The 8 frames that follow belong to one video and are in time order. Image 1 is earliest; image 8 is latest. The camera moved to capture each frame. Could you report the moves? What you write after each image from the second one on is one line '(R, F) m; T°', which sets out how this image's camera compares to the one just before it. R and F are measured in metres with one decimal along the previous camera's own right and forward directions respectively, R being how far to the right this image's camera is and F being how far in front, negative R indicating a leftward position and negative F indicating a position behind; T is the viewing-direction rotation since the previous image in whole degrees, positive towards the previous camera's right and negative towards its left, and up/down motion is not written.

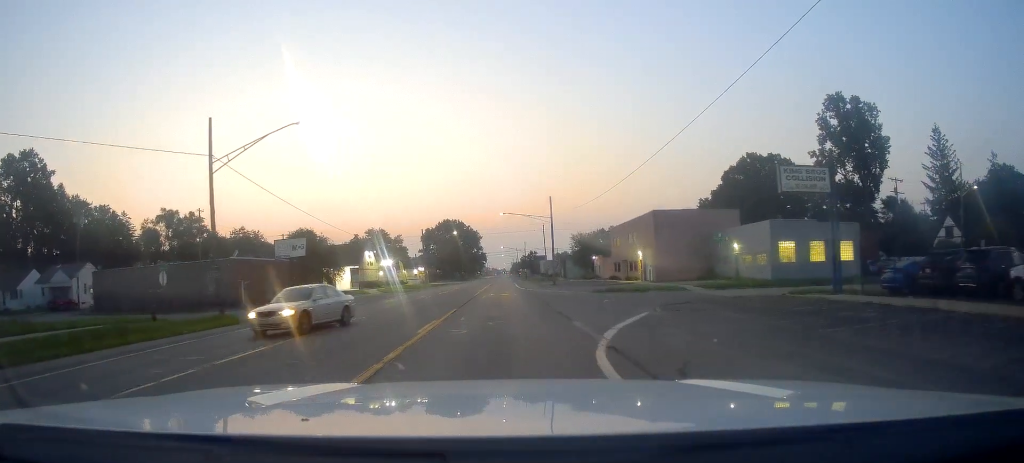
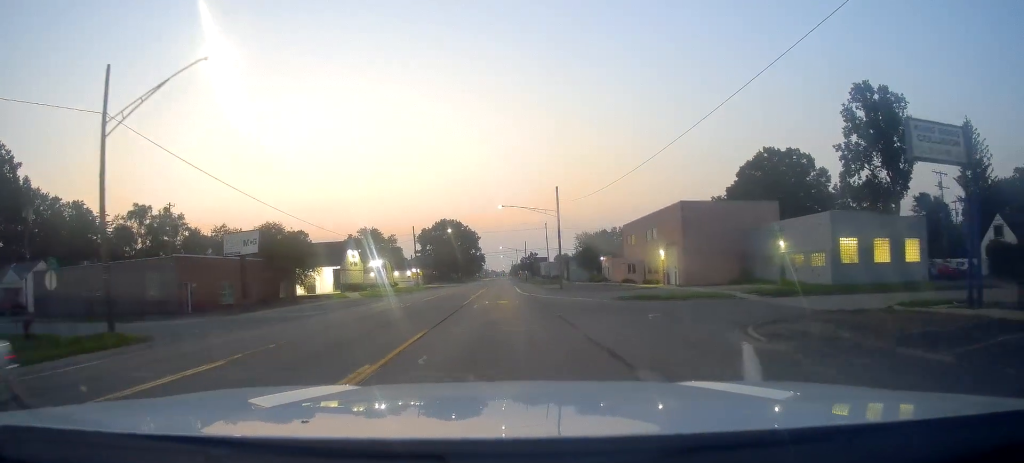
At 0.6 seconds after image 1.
(0.0, +9.6) m; 0°
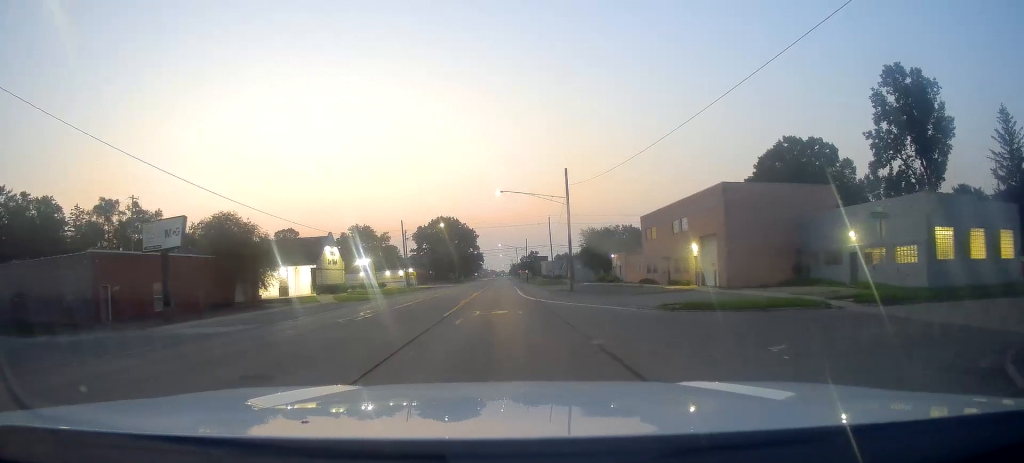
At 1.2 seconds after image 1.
(0.0, +10.0) m; 0°
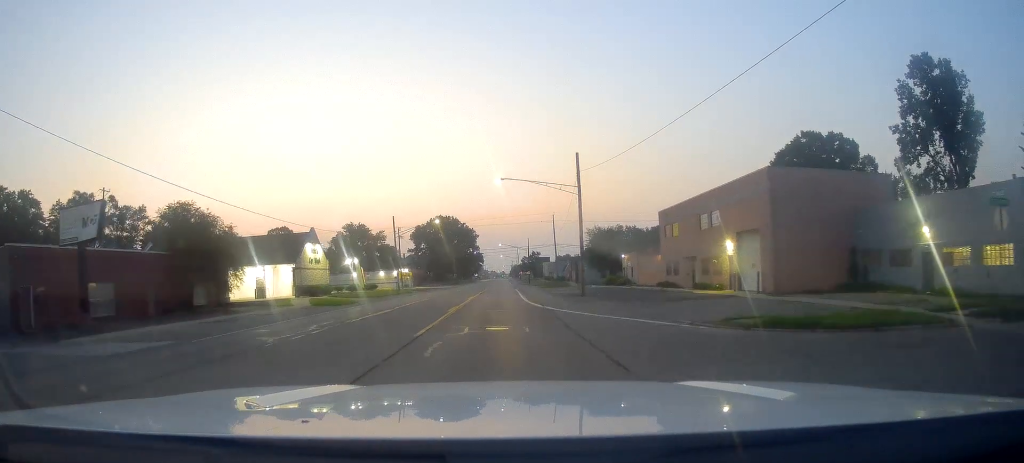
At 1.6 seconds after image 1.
(0.0, +7.2) m; 0°
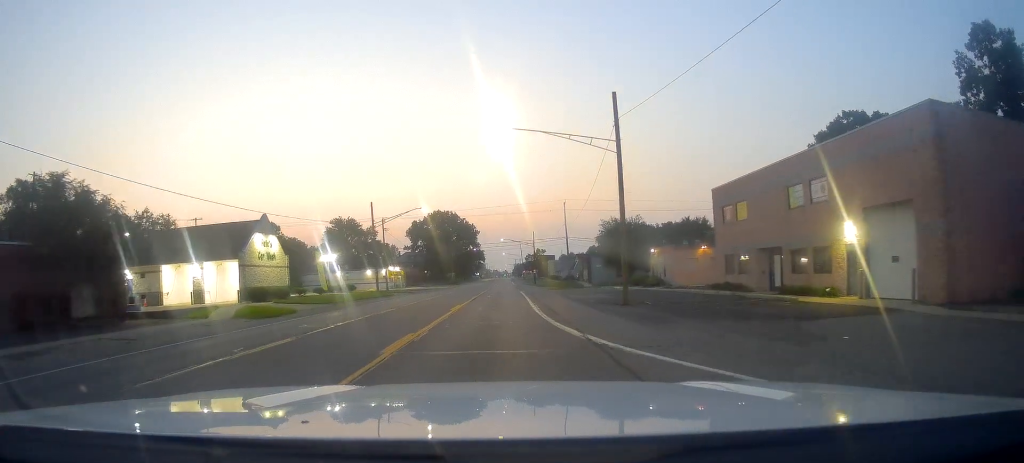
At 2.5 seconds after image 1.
(0.0, +14.3) m; -2°
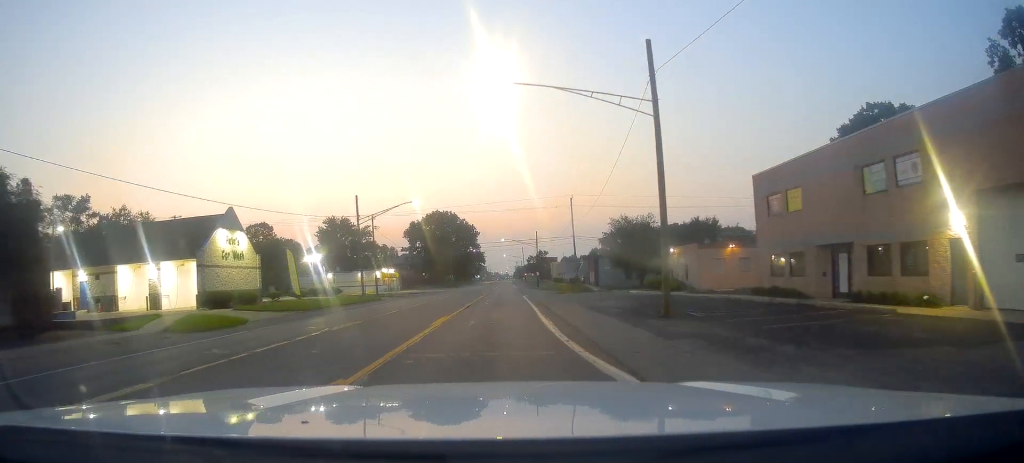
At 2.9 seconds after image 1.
(-0.1, +7.1) m; 0°
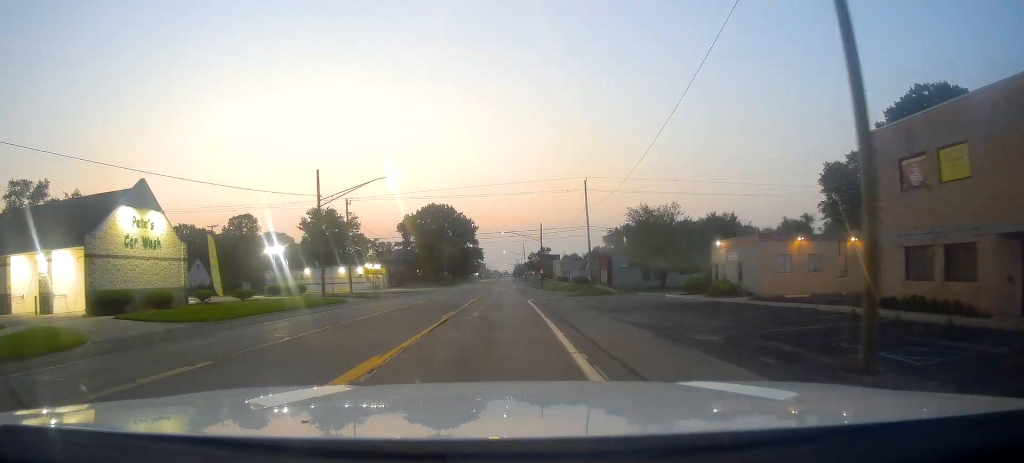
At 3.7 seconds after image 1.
(-0.4, +12.6) m; 0°
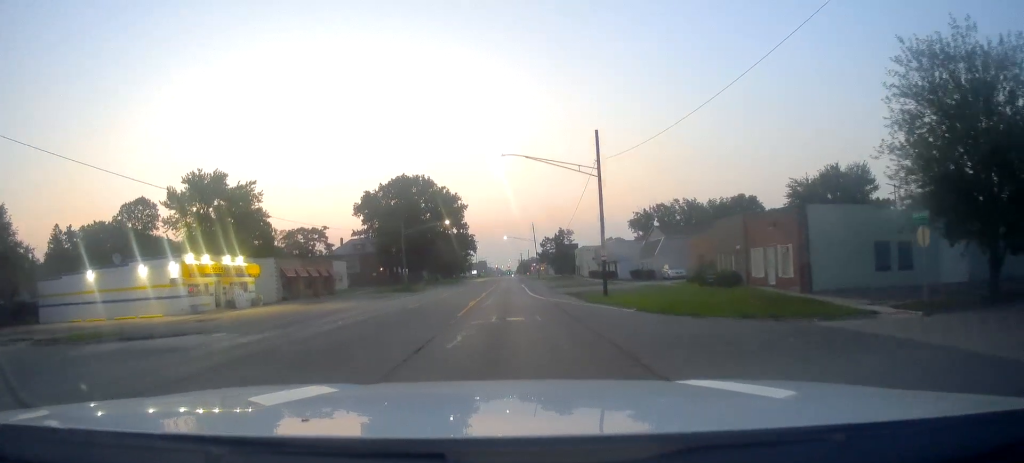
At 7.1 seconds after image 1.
(+1.7, +56.4) m; +1°
